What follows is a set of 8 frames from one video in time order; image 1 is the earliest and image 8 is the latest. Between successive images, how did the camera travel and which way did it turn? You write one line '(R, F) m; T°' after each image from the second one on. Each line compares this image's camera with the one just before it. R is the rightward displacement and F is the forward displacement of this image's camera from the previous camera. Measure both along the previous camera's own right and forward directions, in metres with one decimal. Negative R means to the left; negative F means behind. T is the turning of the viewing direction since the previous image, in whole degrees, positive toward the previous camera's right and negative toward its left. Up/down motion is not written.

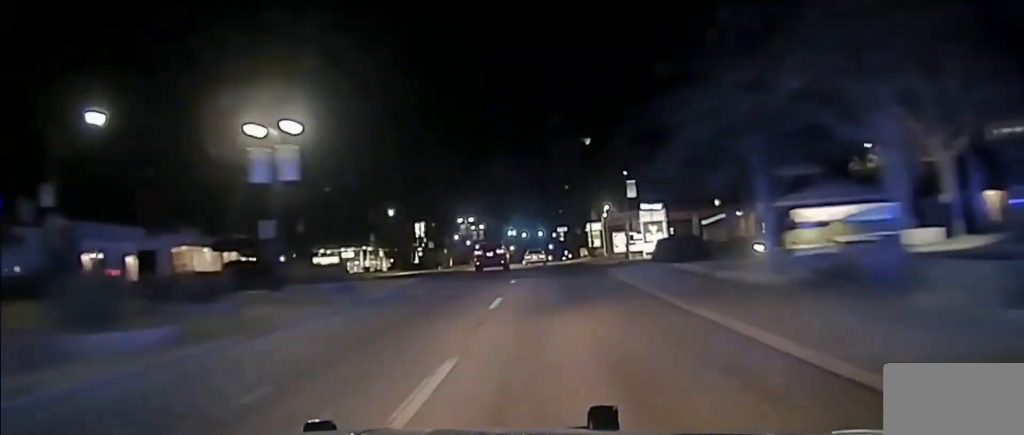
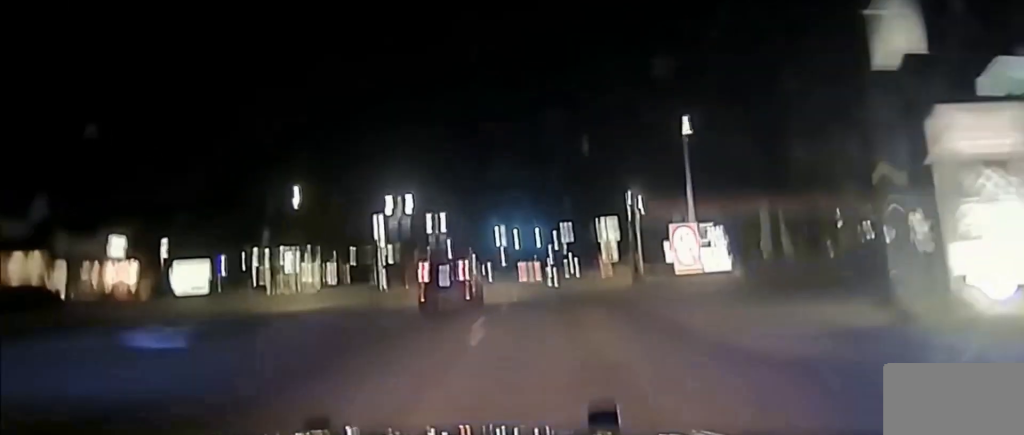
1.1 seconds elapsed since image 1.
(+0.2, +41.5) m; 0°
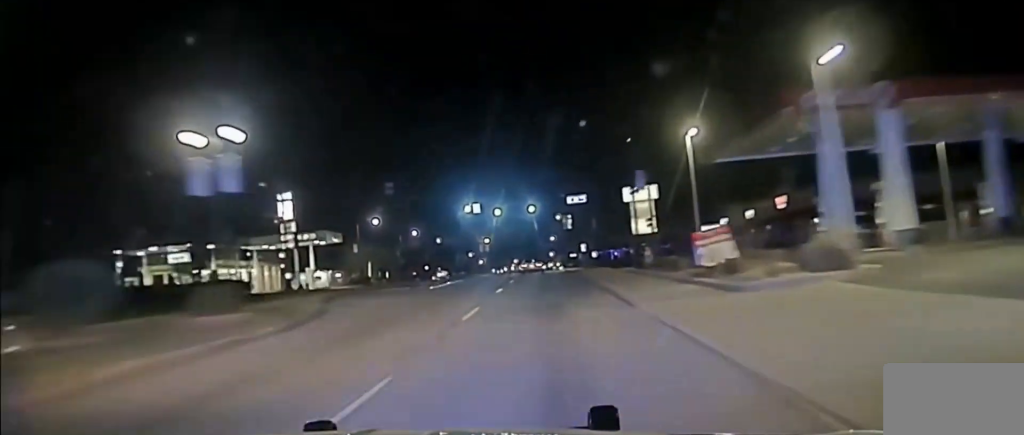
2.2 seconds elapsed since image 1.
(+0.2, +50.7) m; 0°
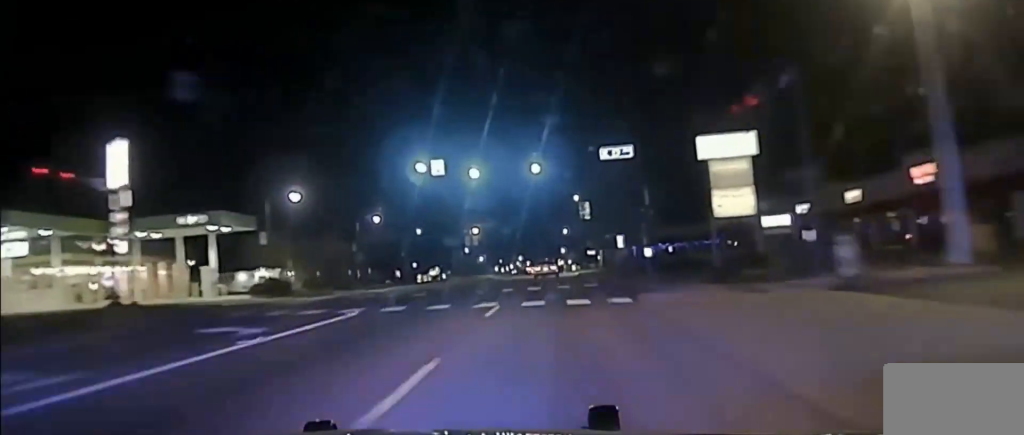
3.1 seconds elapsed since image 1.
(0.0, +34.2) m; 0°
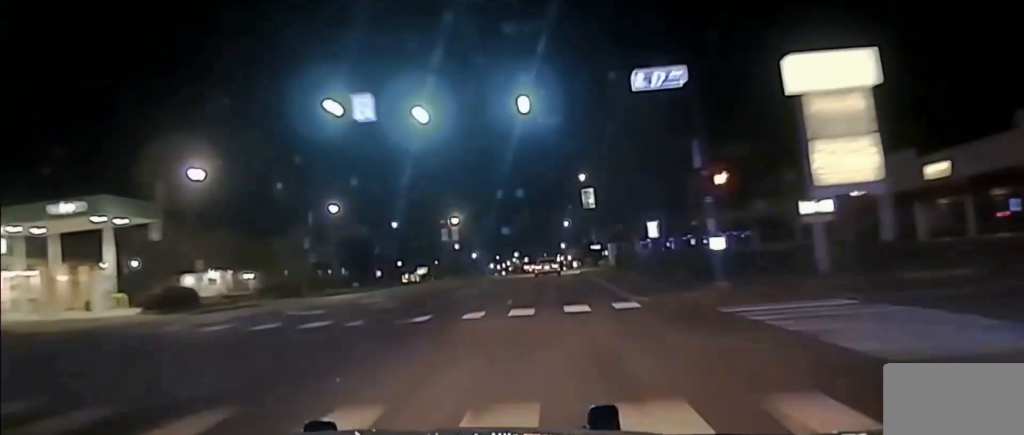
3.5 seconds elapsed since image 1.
(0.0, +15.9) m; 0°
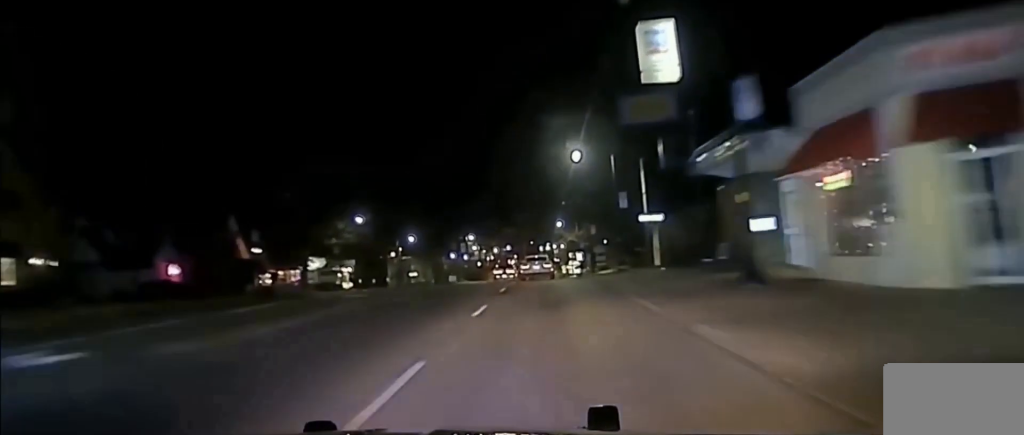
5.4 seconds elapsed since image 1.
(-0.3, +74.6) m; 0°
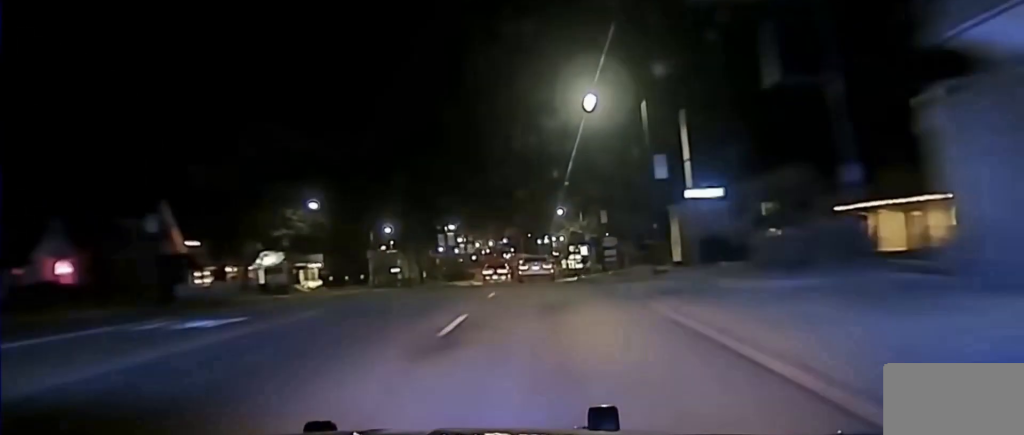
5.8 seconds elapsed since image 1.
(0.0, +17.1) m; 0°
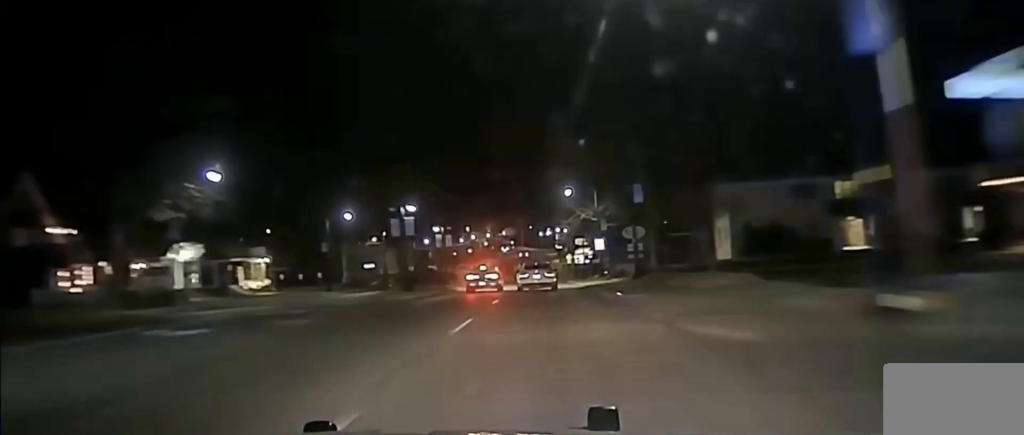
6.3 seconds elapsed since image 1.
(-0.1, +23.1) m; 0°
